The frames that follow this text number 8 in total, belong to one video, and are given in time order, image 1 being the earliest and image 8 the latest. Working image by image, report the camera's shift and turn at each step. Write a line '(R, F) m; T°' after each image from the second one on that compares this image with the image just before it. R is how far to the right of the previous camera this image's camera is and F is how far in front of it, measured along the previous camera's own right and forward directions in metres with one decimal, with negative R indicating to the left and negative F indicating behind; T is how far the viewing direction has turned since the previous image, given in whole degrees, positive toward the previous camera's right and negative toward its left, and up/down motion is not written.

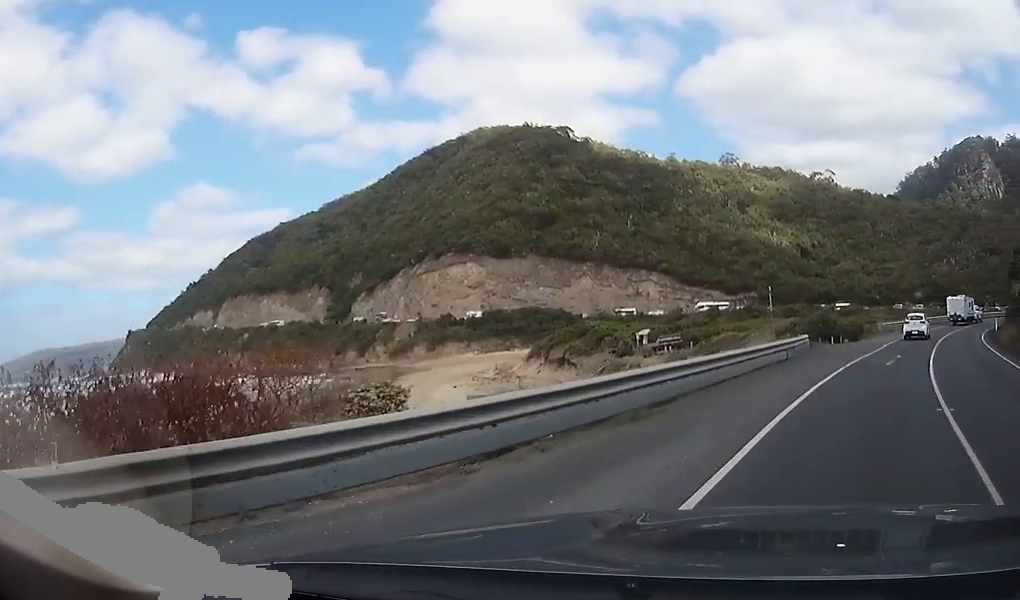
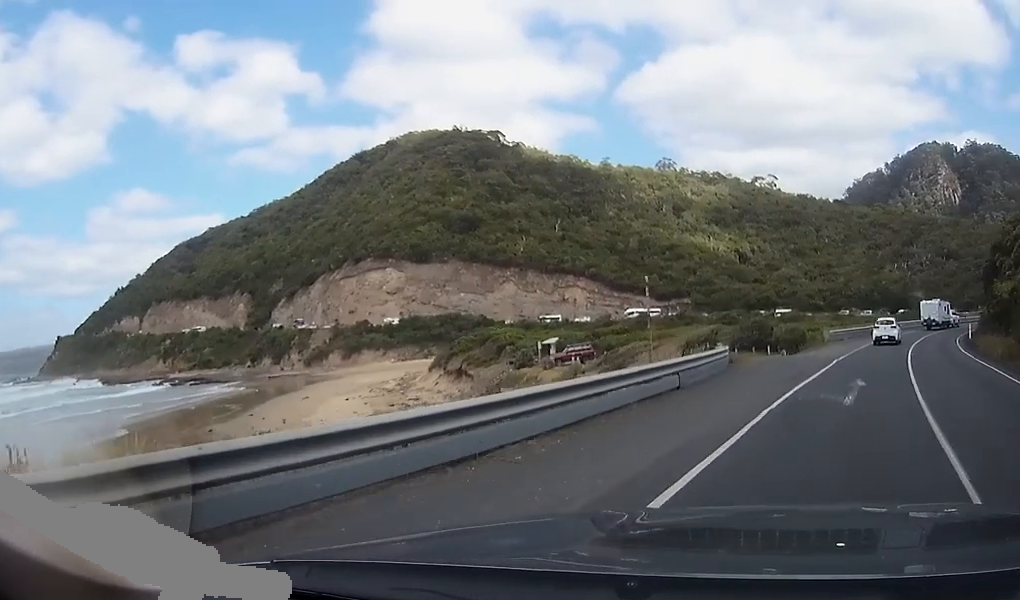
(+0.4, +8.4) m; +3°
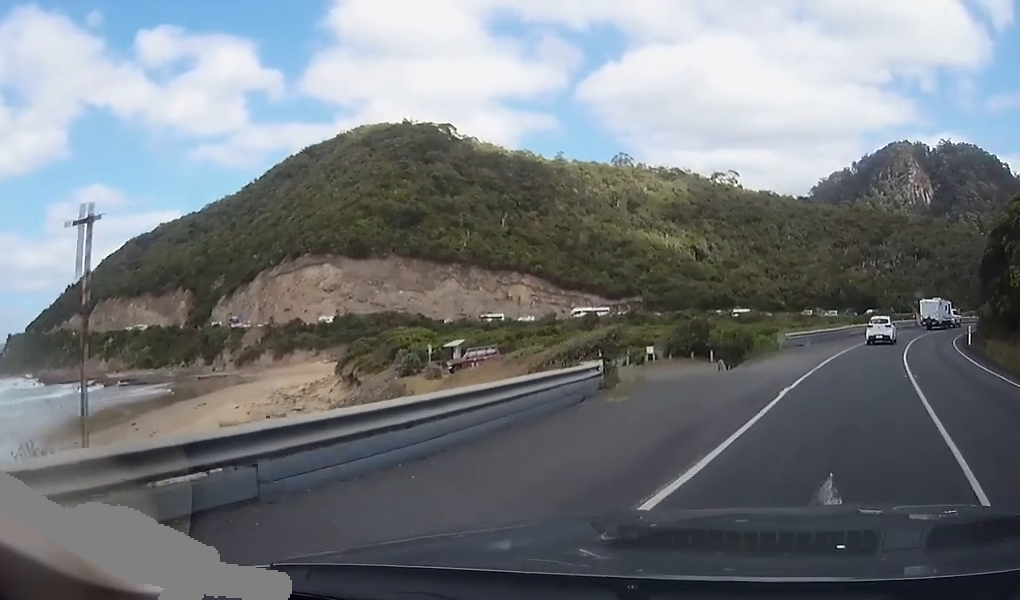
(+0.4, +11.0) m; +3°
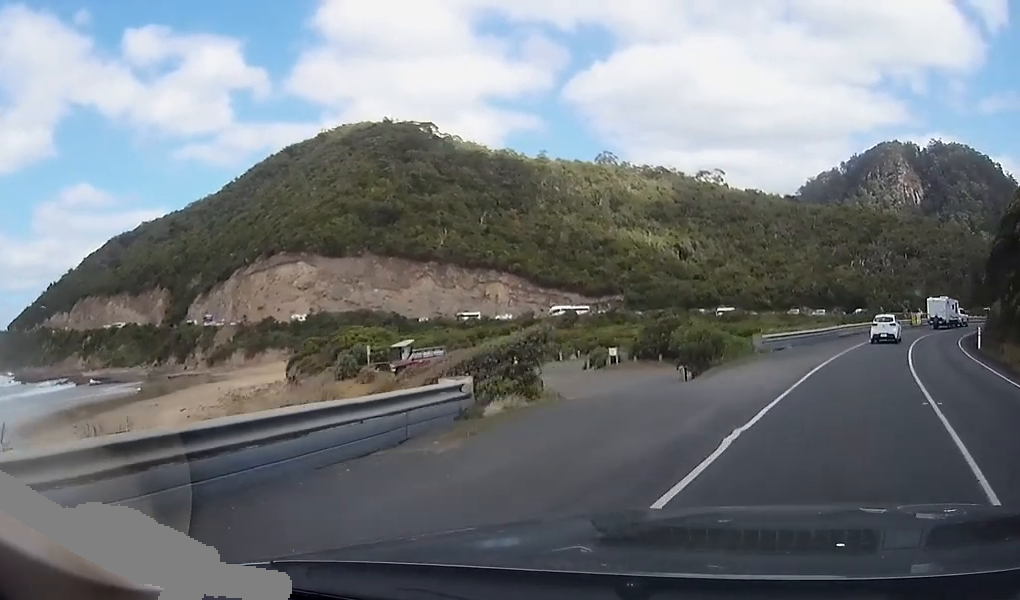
(+0.1, +5.7) m; +2°
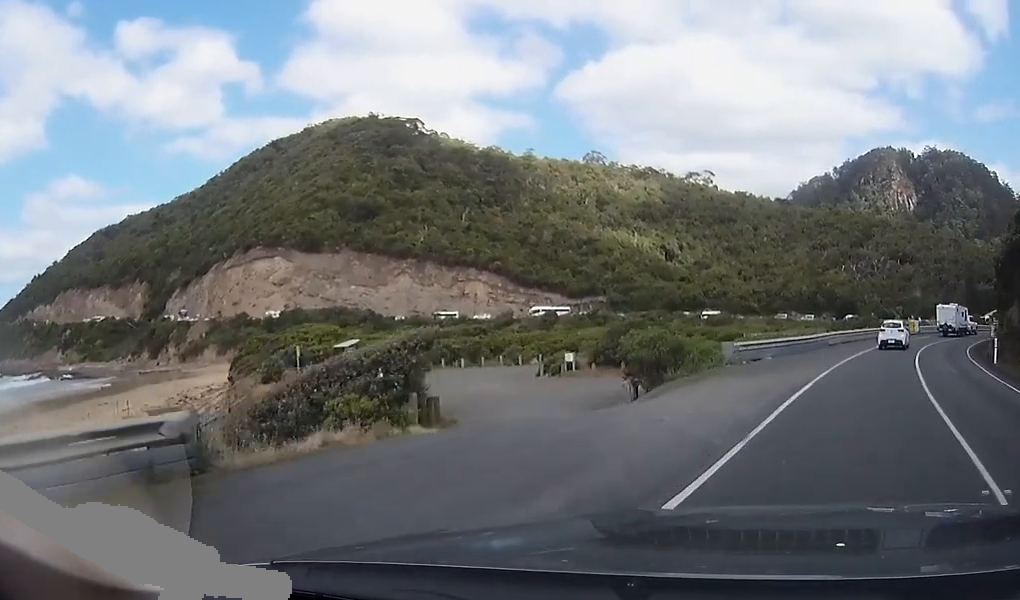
(+0.1, +5.7) m; +2°
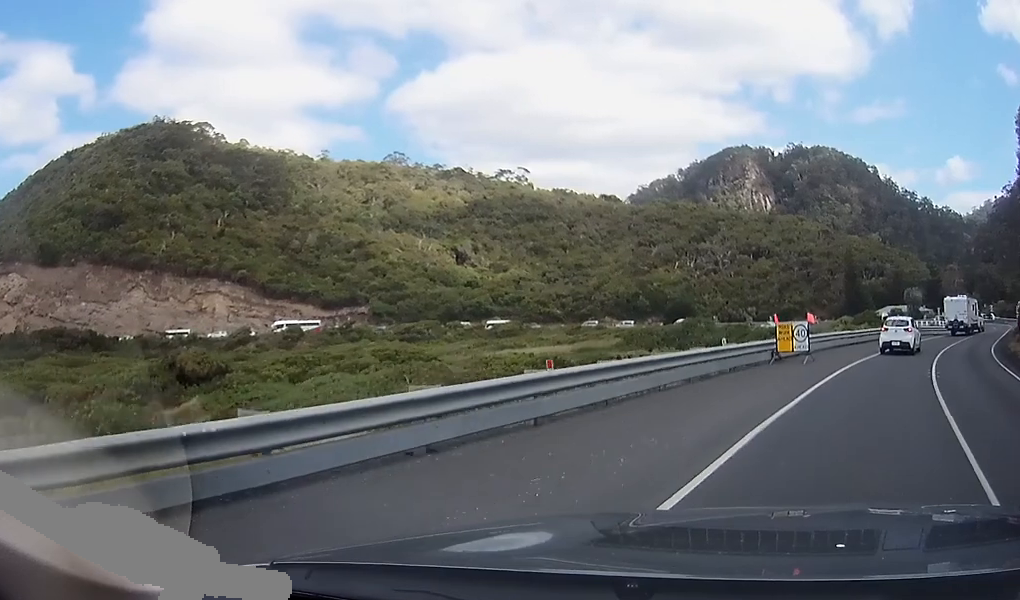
(+4.4, +37.9) m; +15°
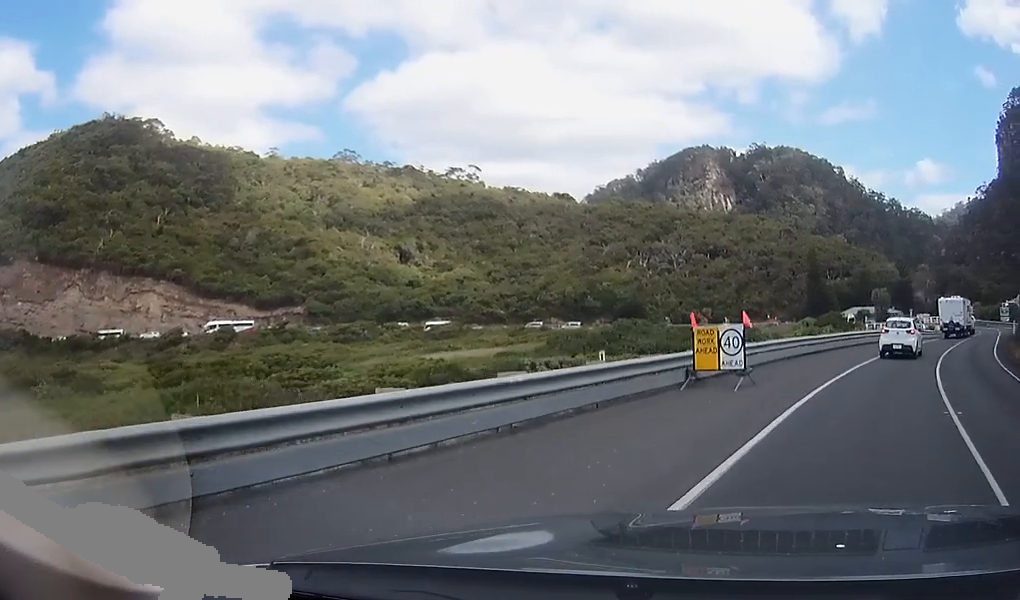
(+0.1, +7.6) m; +4°
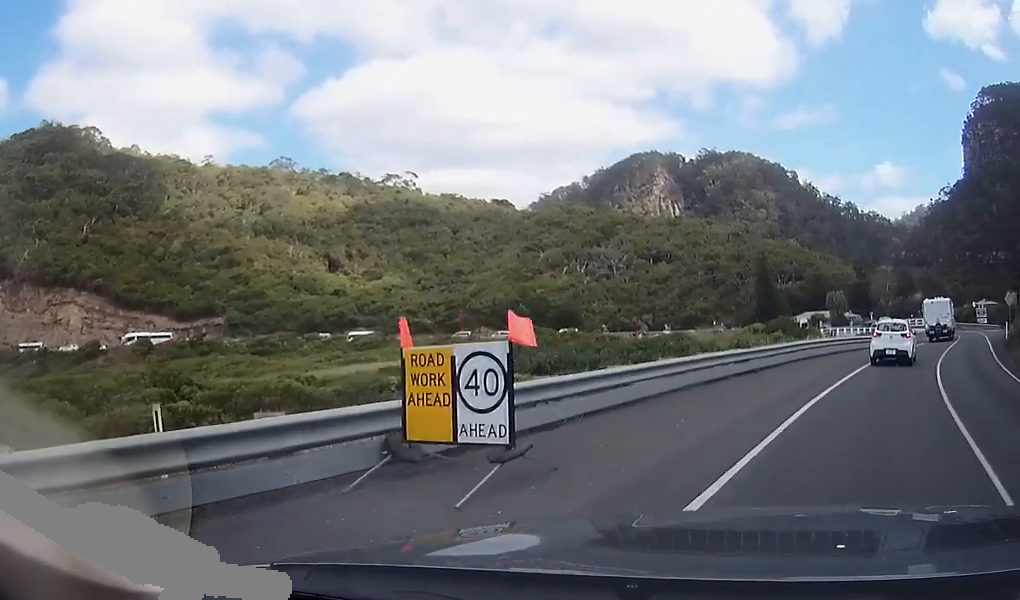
(+0.4, +8.2) m; +4°
